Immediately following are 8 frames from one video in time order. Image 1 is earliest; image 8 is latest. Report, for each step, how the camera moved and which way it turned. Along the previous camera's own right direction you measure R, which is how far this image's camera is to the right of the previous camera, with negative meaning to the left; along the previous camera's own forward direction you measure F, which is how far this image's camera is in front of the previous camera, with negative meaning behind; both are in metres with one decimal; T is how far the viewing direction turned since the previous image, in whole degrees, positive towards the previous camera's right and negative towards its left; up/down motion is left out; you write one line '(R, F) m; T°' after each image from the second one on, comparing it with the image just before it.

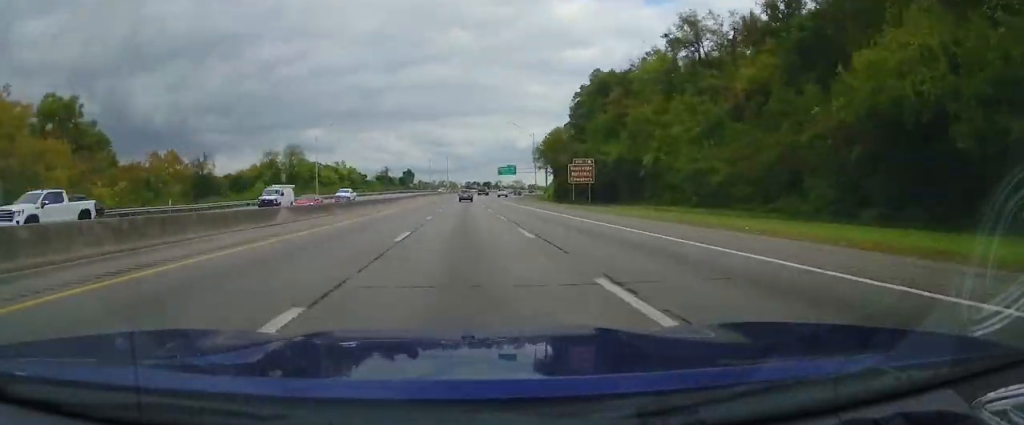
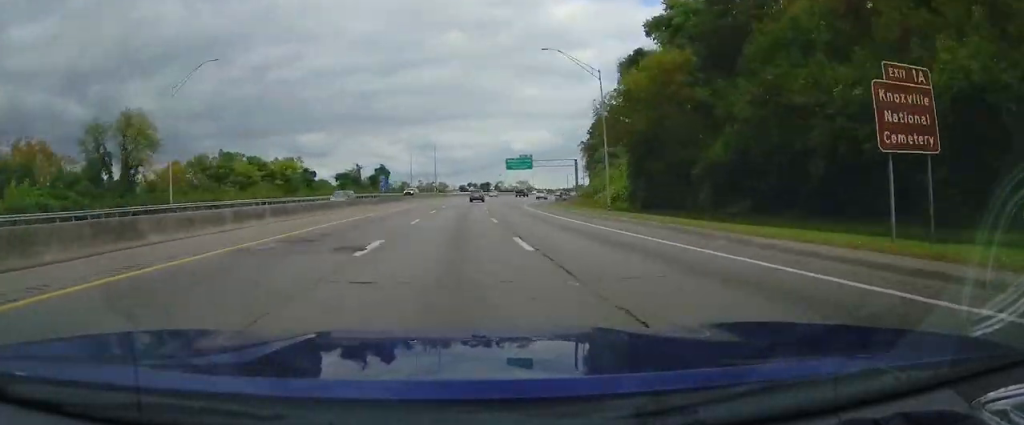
(-2.2, +46.1) m; +2°
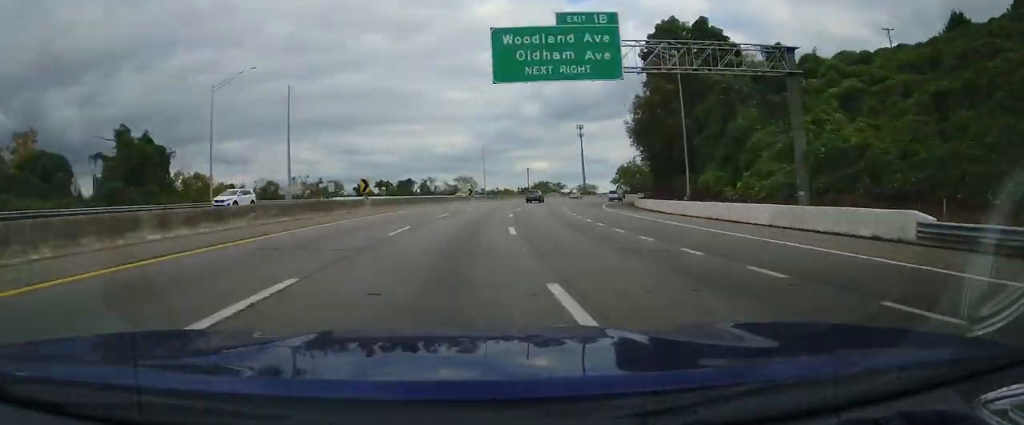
(+7.5, +93.0) m; +15°
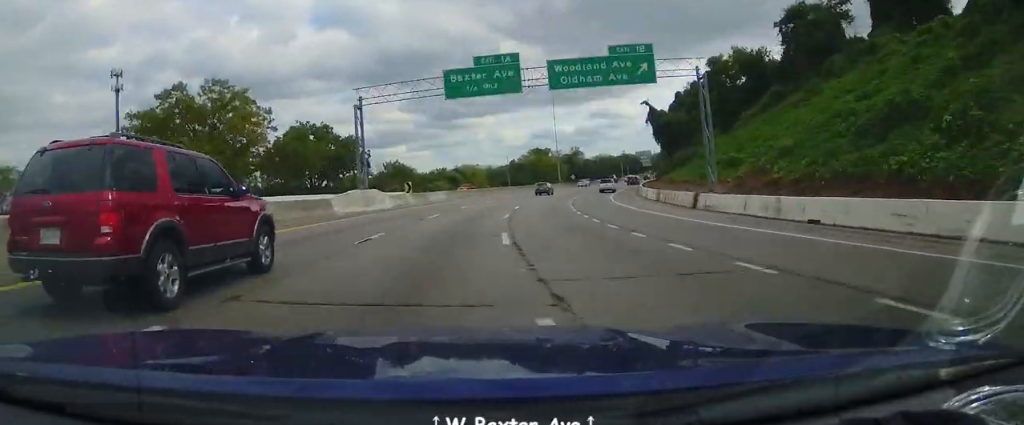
(+60.9, +154.1) m; +40°
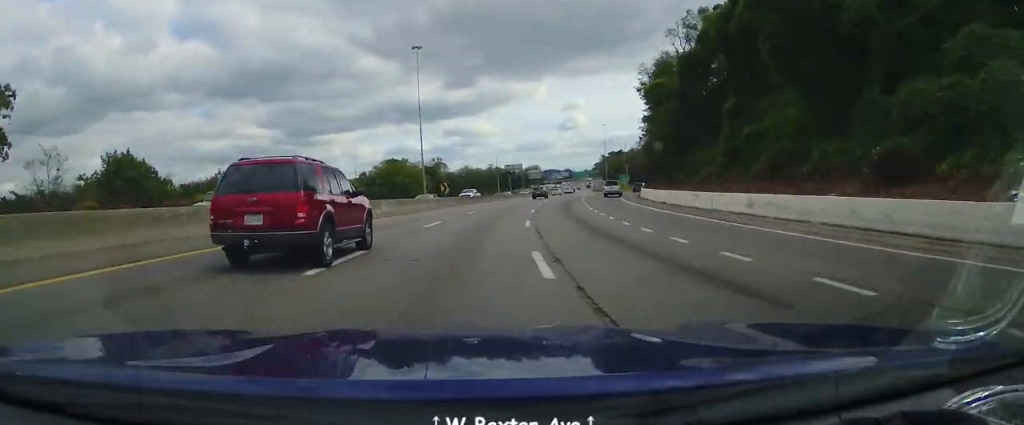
(+6.9, +65.9) m; +11°
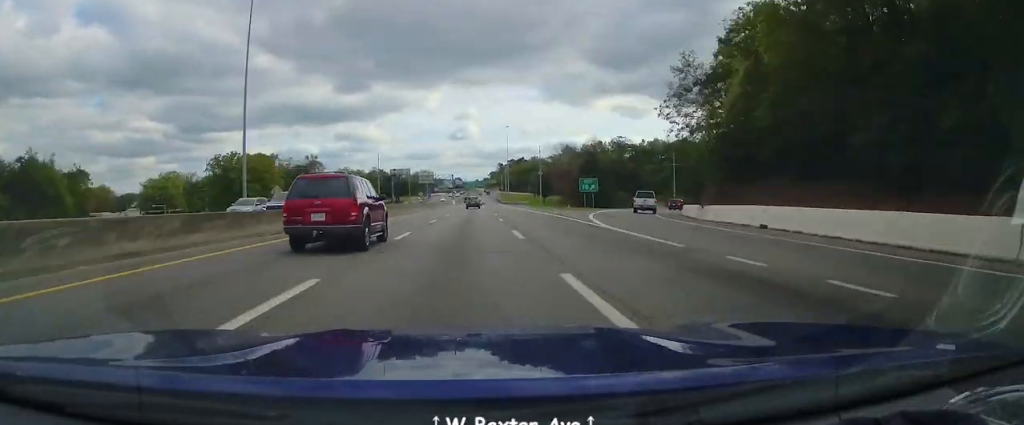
(+5.1, +53.3) m; +3°
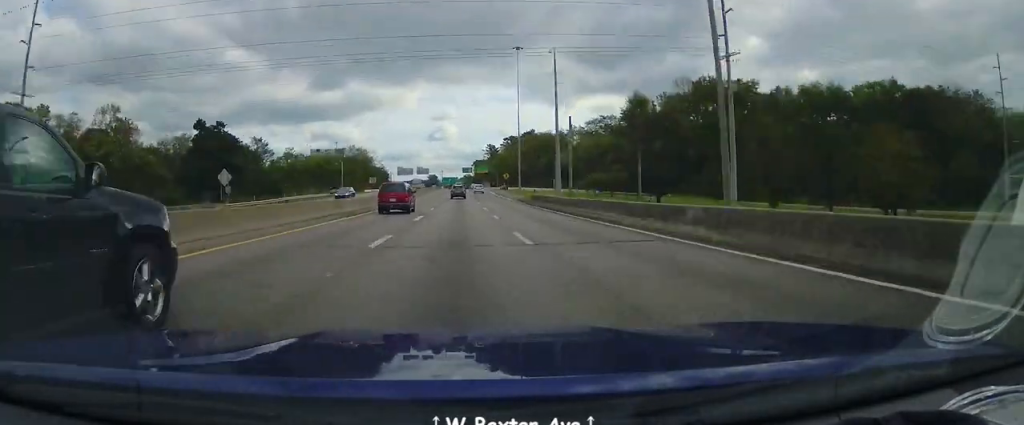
(+8.7, +166.8) m; +3°
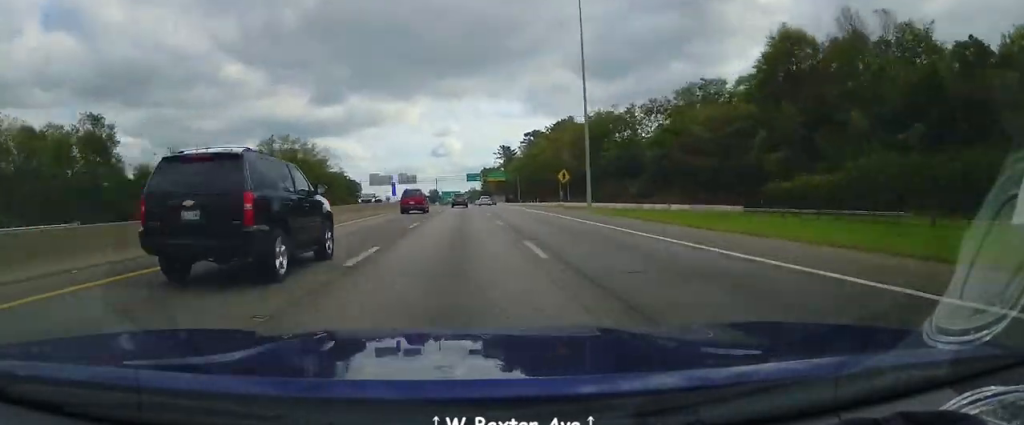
(-0.7, +75.5) m; 0°
